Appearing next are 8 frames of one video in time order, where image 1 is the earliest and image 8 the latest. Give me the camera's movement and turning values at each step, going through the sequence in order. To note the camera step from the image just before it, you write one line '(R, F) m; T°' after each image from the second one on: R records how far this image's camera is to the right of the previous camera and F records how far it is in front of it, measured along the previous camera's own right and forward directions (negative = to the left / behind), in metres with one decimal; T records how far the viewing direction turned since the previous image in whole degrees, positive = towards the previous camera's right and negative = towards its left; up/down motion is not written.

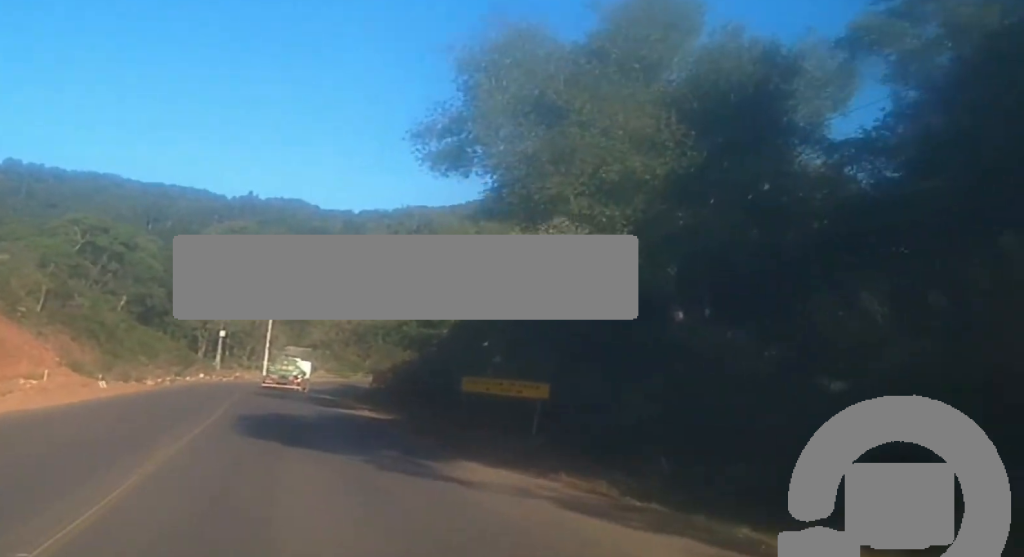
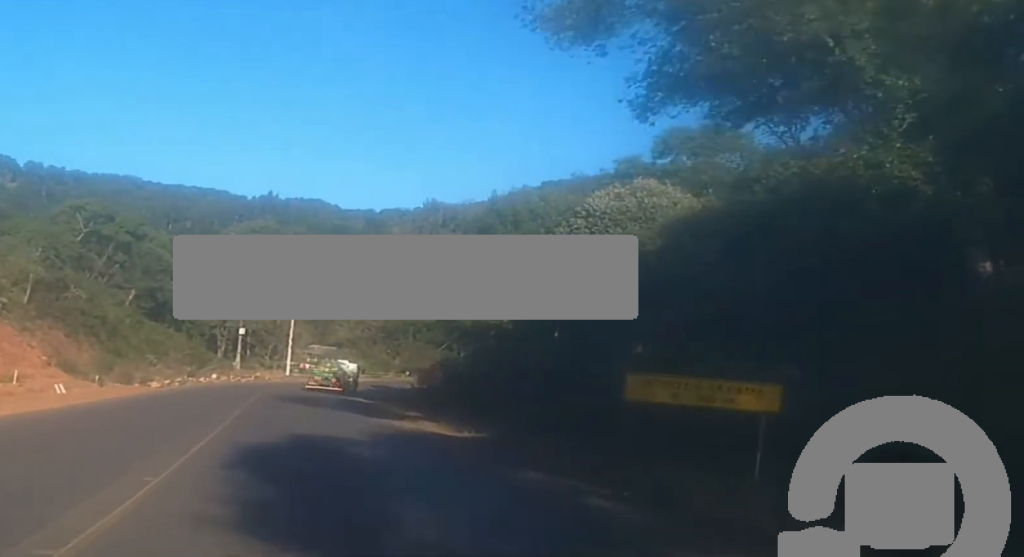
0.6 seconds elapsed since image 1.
(-1.6, +10.8) m; -7°
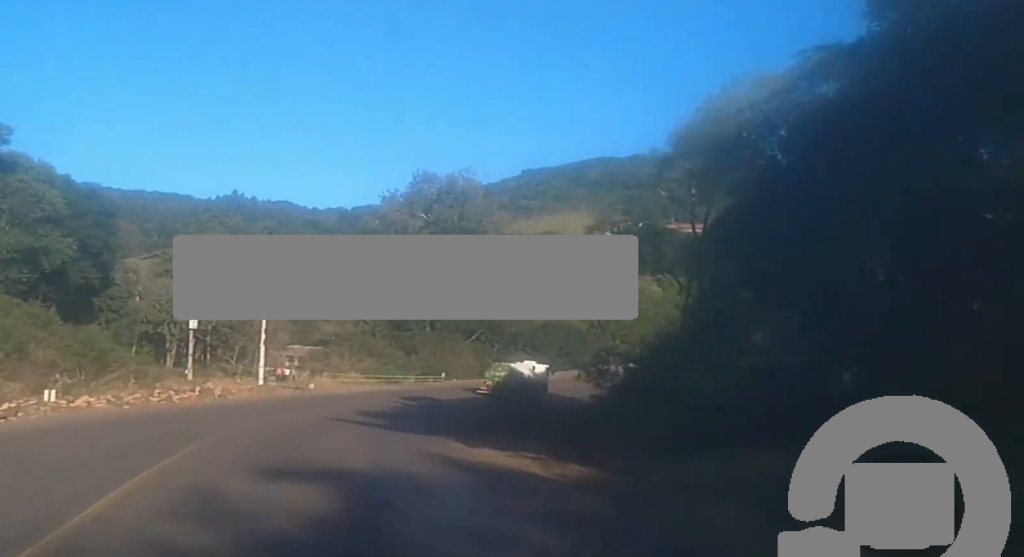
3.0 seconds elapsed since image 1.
(-3.4, +43.0) m; -2°
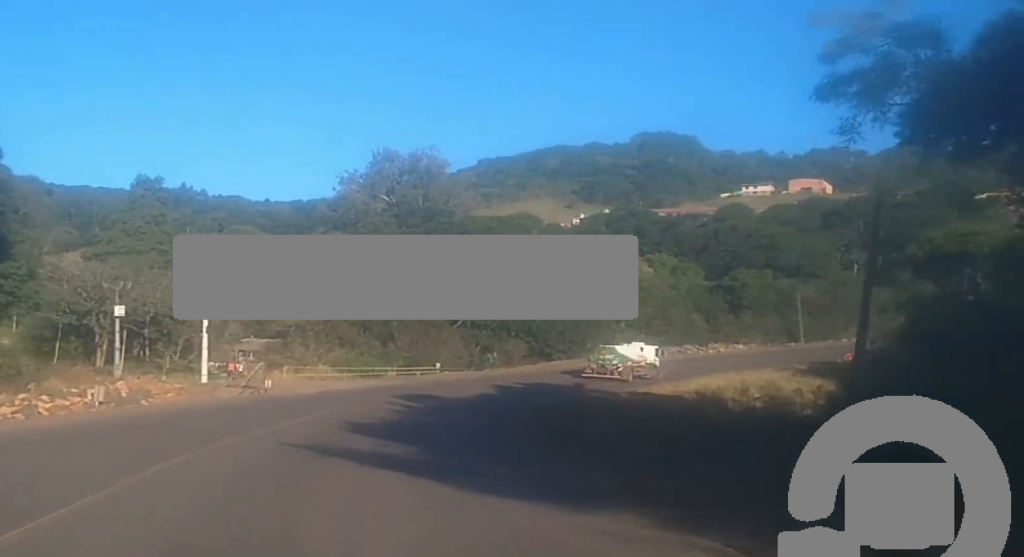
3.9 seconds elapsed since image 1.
(+0.5, +17.9) m; +2°
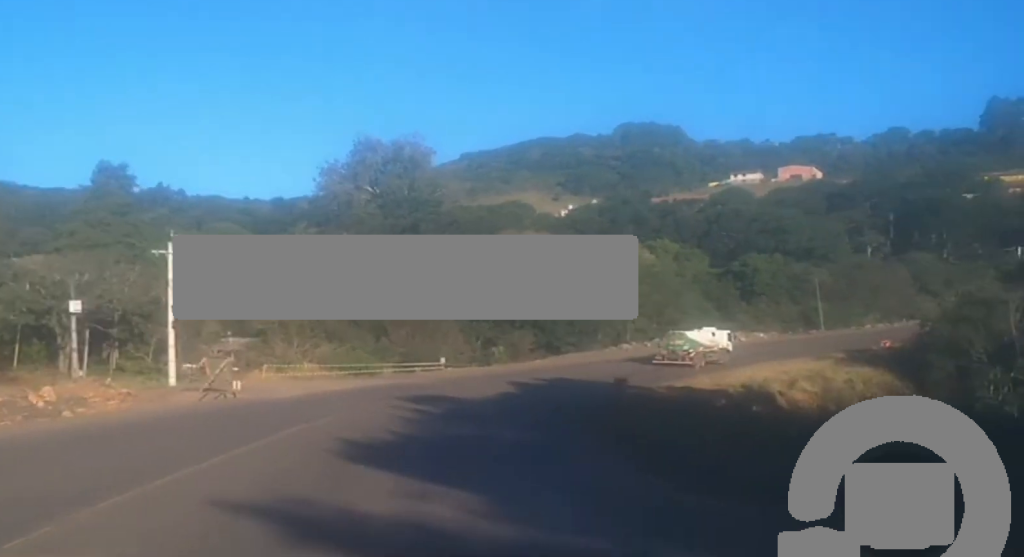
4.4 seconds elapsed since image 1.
(+0.1, +9.0) m; +2°
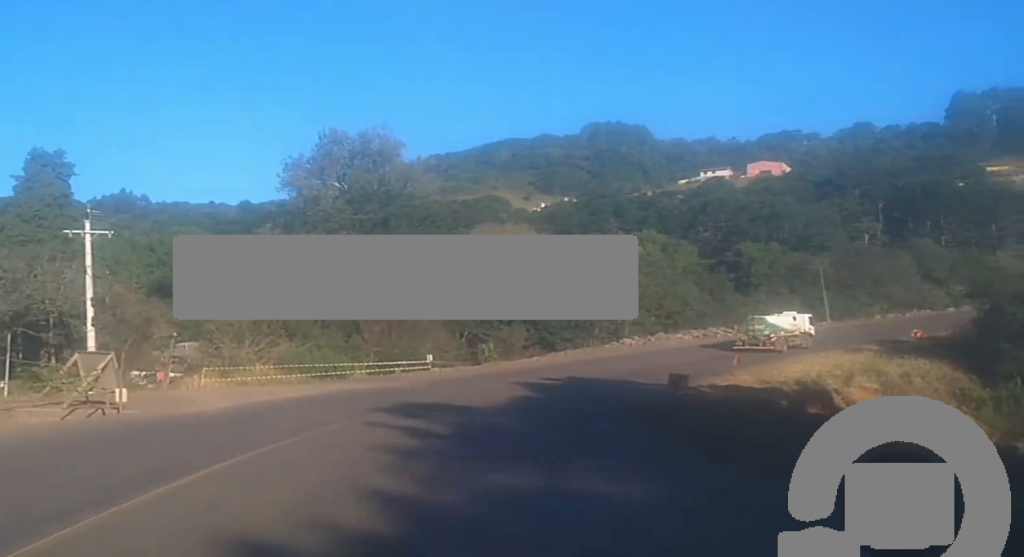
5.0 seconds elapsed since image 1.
(-0.1, +11.6) m; +3°
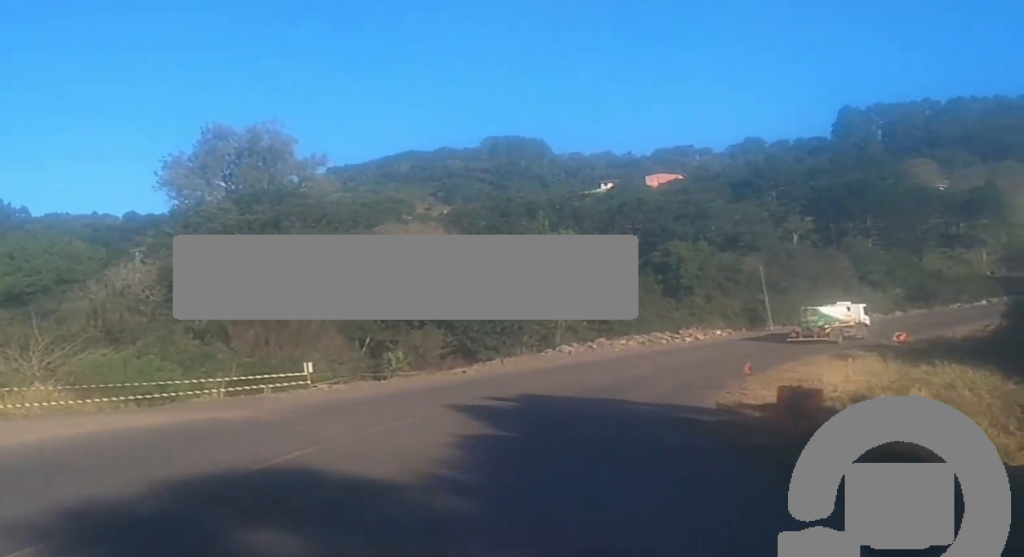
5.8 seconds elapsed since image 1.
(+0.9, +16.0) m; +4°
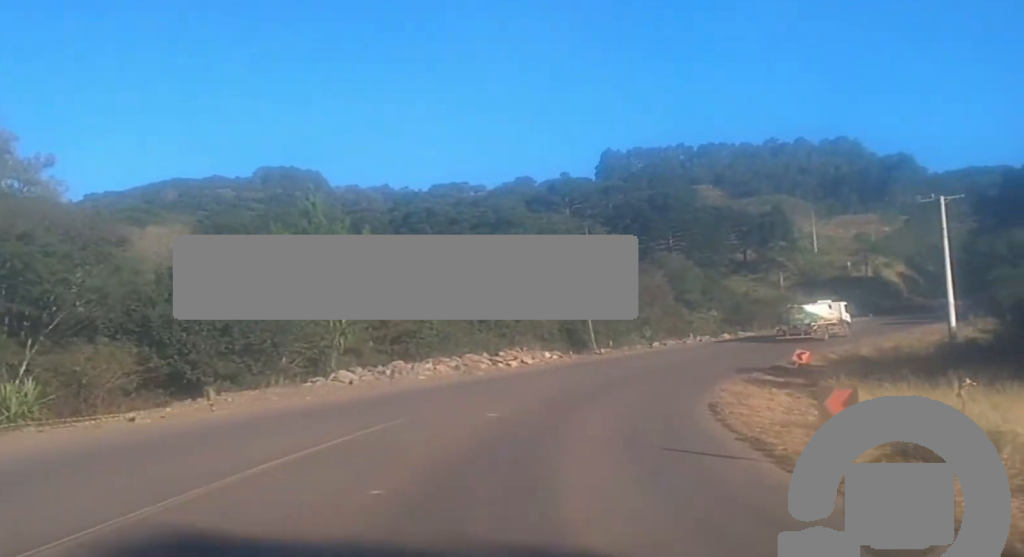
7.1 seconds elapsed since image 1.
(+0.7, +23.5) m; +10°
